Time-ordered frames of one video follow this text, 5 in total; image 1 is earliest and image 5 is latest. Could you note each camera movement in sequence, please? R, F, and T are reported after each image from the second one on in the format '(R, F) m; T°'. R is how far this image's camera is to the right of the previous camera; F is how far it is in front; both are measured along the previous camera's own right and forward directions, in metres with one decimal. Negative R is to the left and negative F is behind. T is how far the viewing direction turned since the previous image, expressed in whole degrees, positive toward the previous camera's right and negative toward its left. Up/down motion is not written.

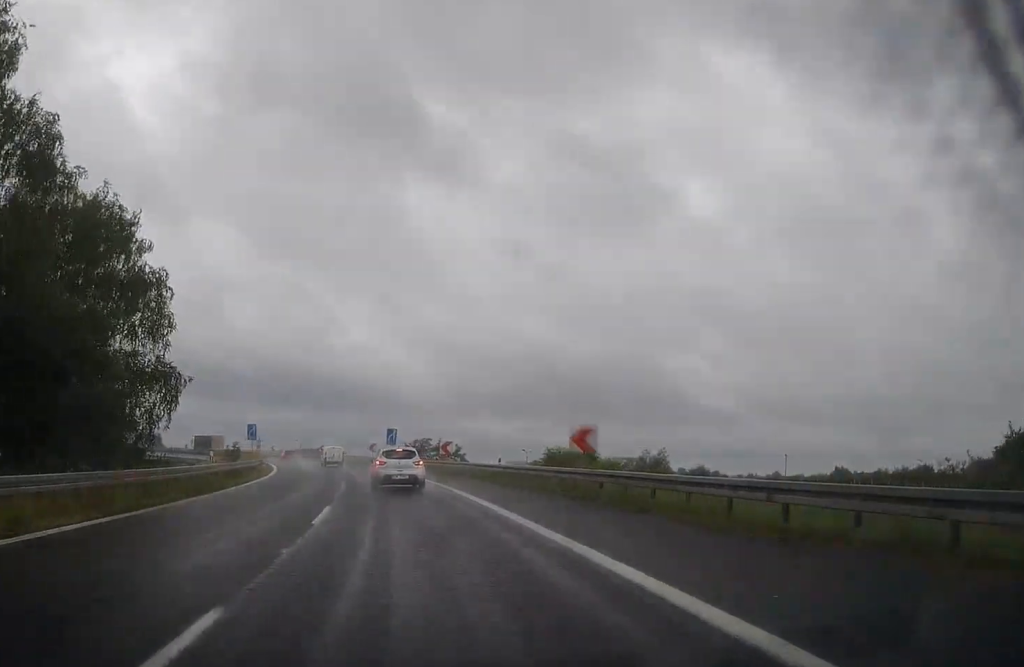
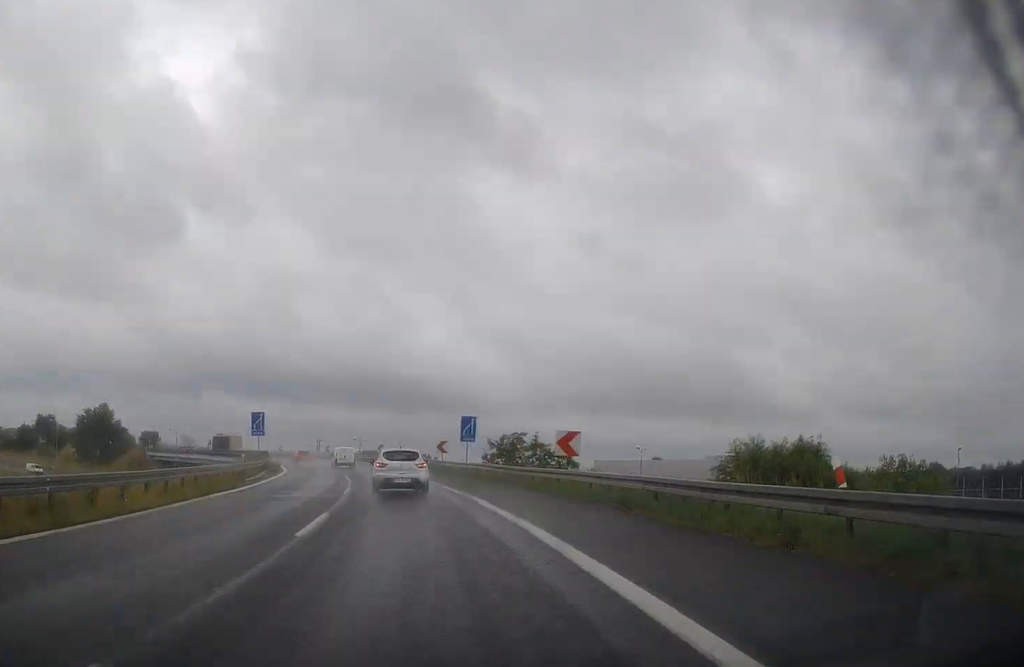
(-0.9, +25.7) m; -4°
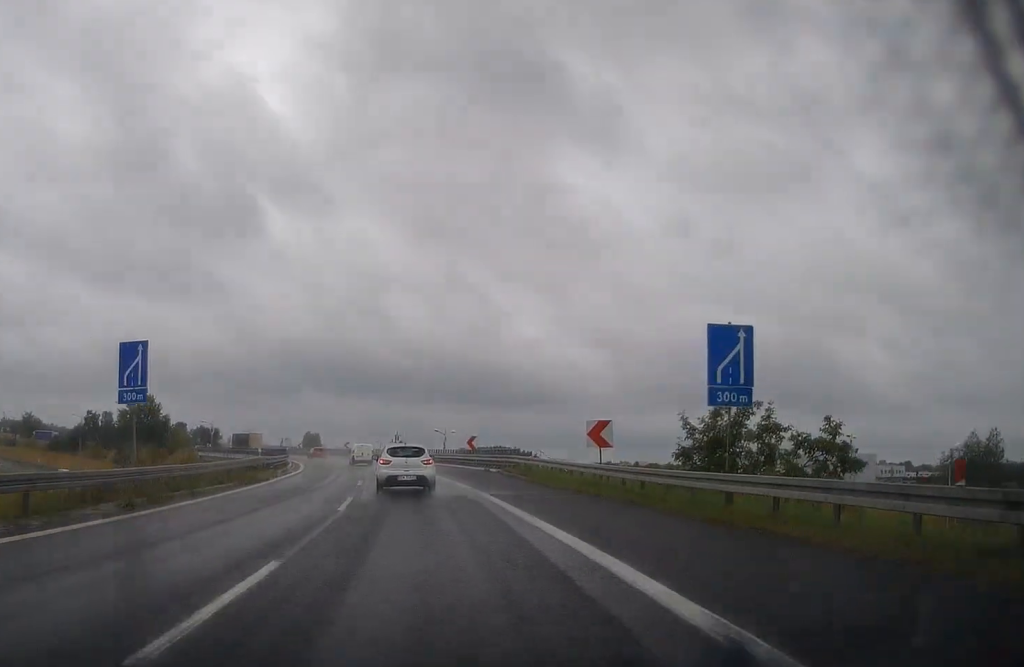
(-1.9, +31.9) m; -7°
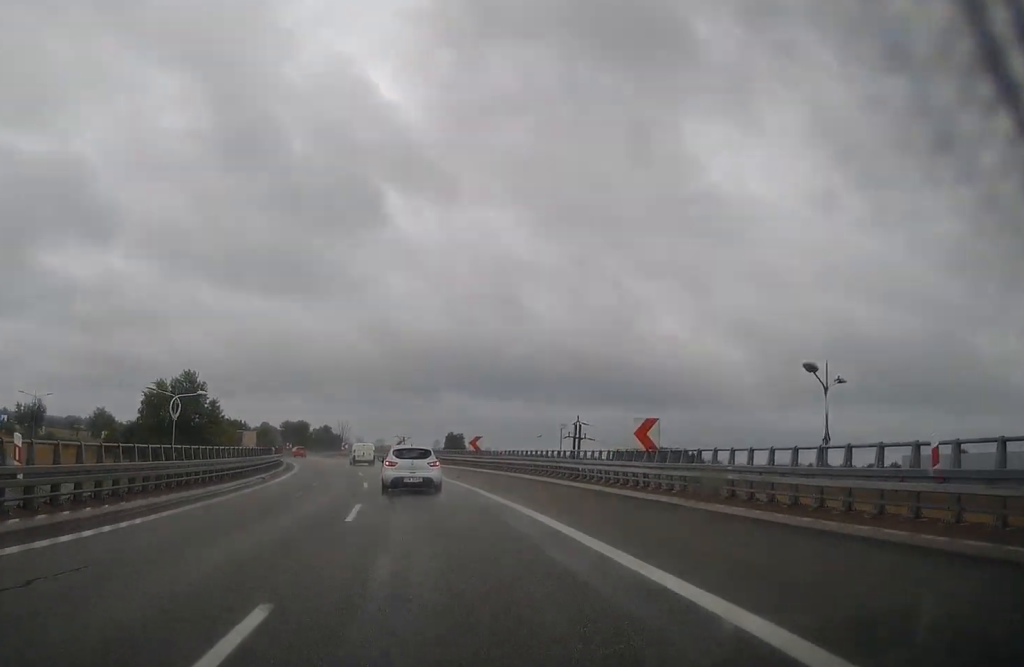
(-5.5, +61.0) m; -11°
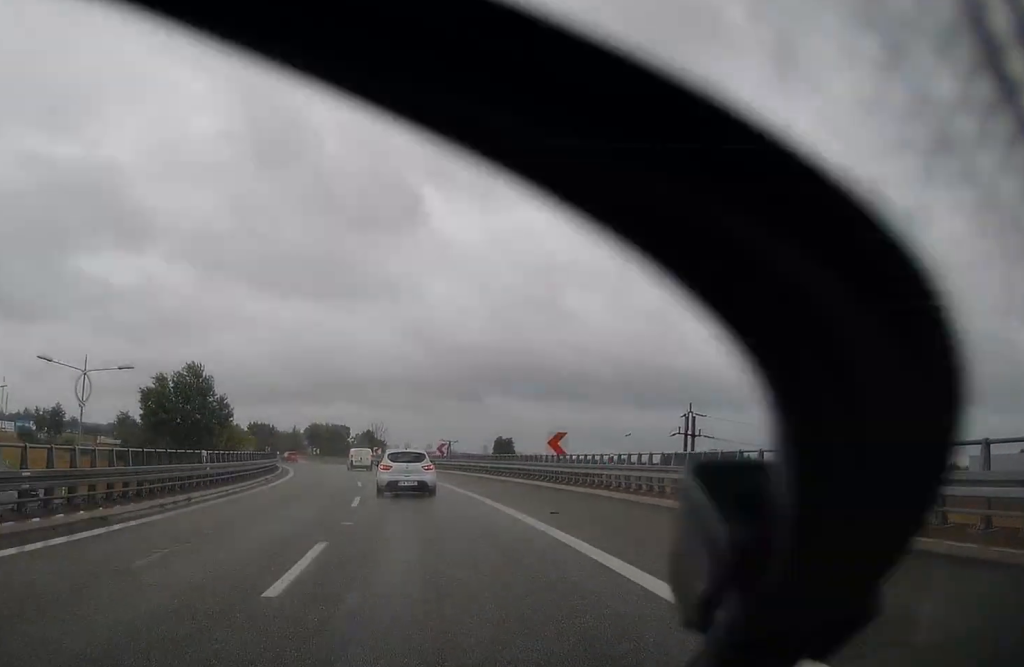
(-0.6, +19.3) m; -4°
